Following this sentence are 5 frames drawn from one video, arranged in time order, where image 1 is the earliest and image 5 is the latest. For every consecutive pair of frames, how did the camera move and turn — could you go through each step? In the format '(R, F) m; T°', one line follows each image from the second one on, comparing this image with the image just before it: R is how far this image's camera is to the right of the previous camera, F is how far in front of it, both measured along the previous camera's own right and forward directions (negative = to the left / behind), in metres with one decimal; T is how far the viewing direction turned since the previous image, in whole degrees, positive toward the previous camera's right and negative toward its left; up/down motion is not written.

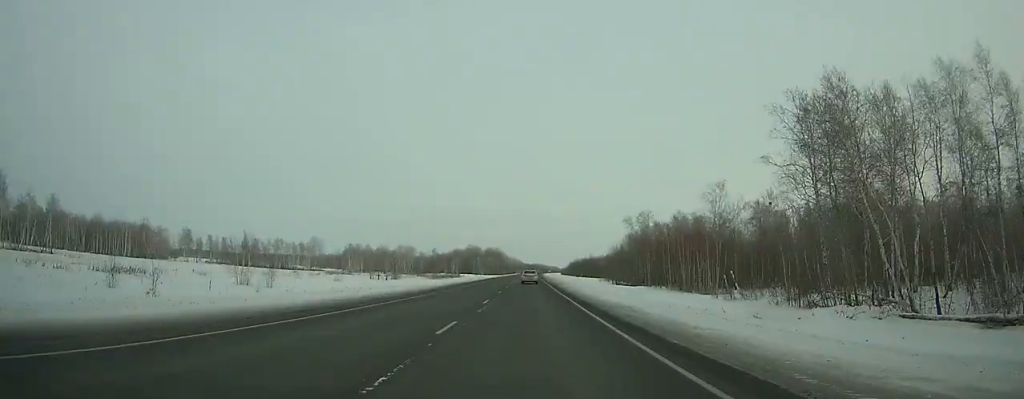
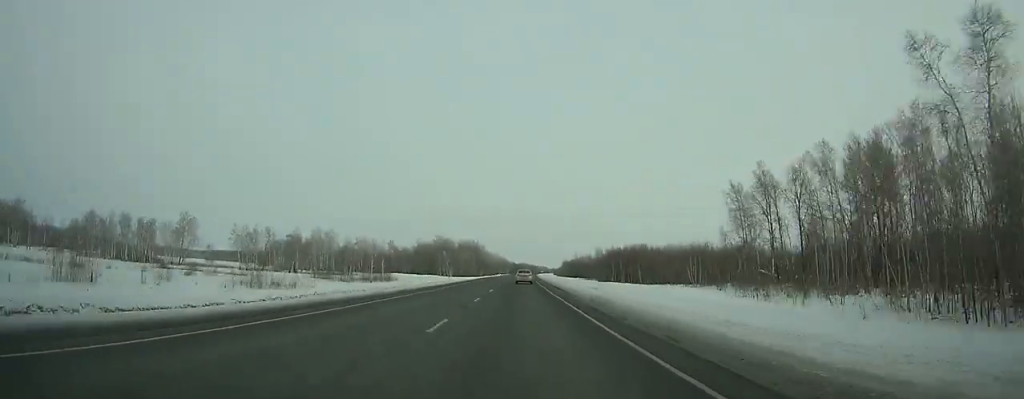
(+0.5, +108.5) m; +1°
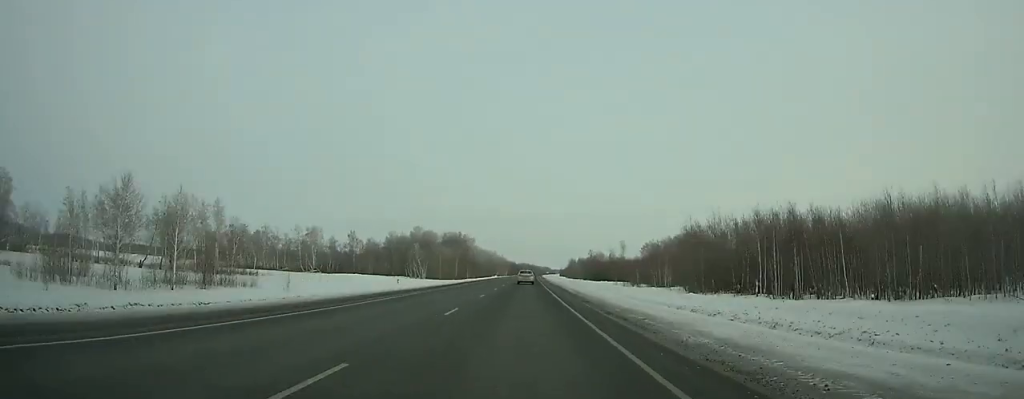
(+0.2, +80.2) m; +1°
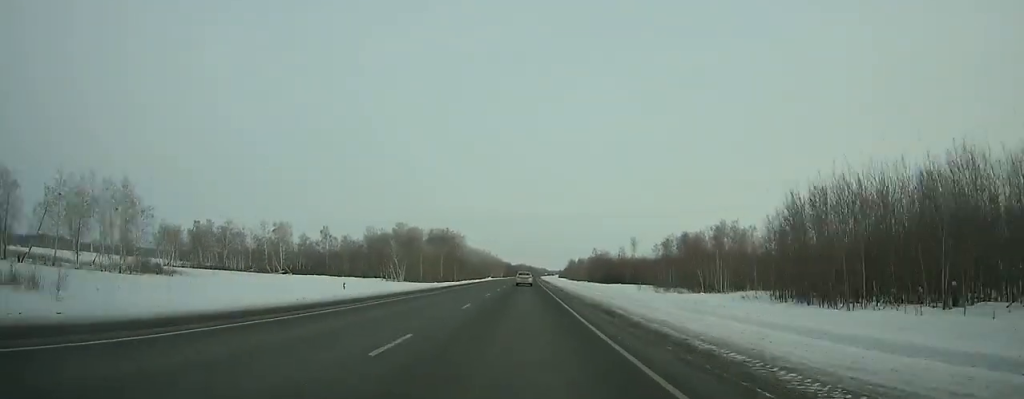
(+0.2, +31.8) m; 0°
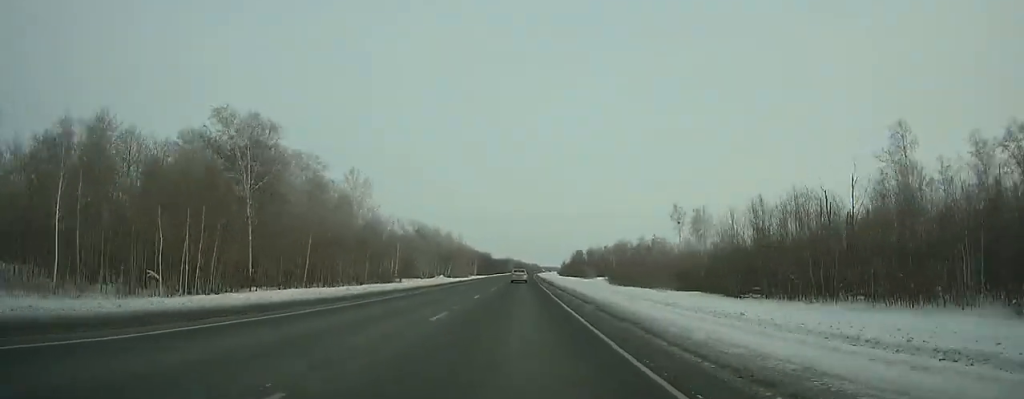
(+1.6, +160.1) m; +1°
